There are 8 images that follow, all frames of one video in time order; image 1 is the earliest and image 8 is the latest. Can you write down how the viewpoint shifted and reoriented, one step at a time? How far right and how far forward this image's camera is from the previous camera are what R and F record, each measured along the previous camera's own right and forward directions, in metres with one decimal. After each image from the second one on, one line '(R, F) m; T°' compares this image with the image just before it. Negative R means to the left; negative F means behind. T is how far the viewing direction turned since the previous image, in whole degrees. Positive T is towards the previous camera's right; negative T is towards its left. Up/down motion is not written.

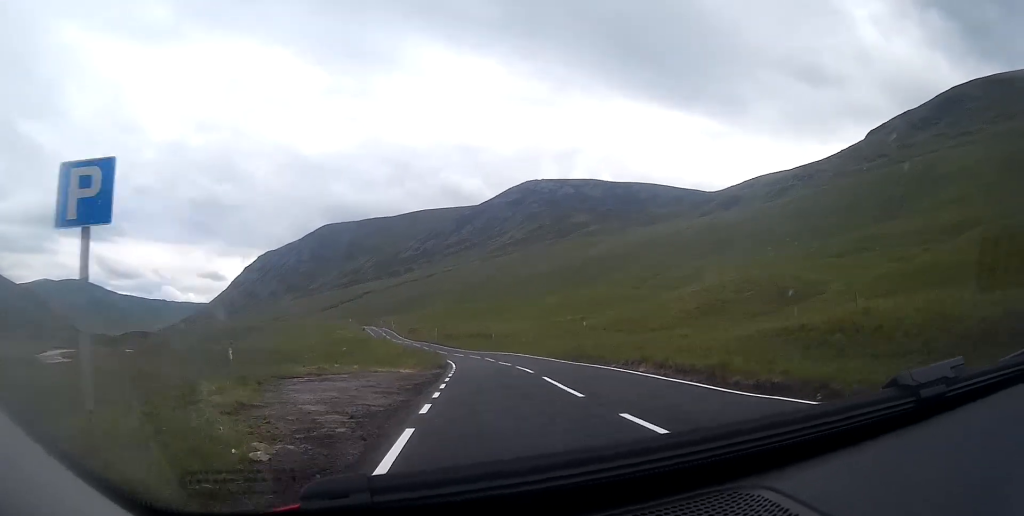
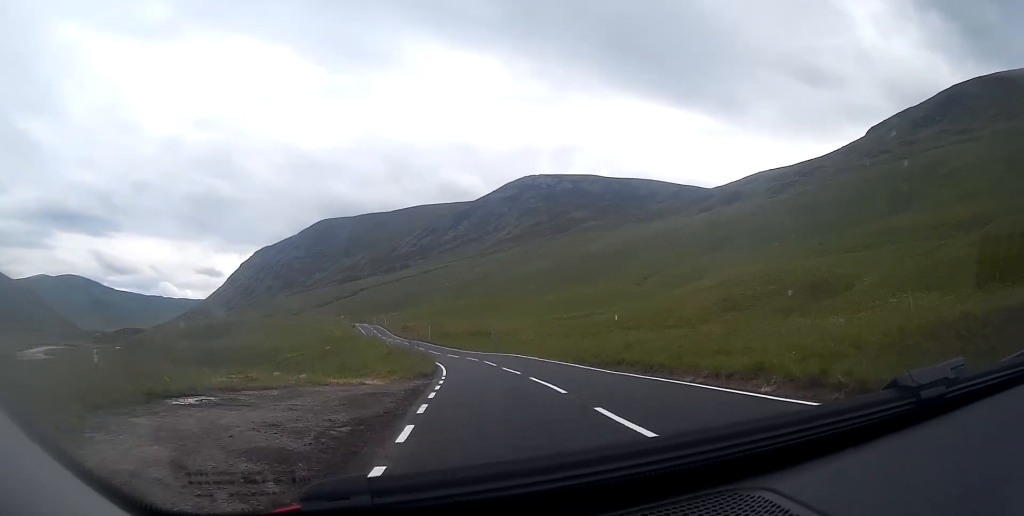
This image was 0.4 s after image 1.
(+0.1, +7.9) m; -1°
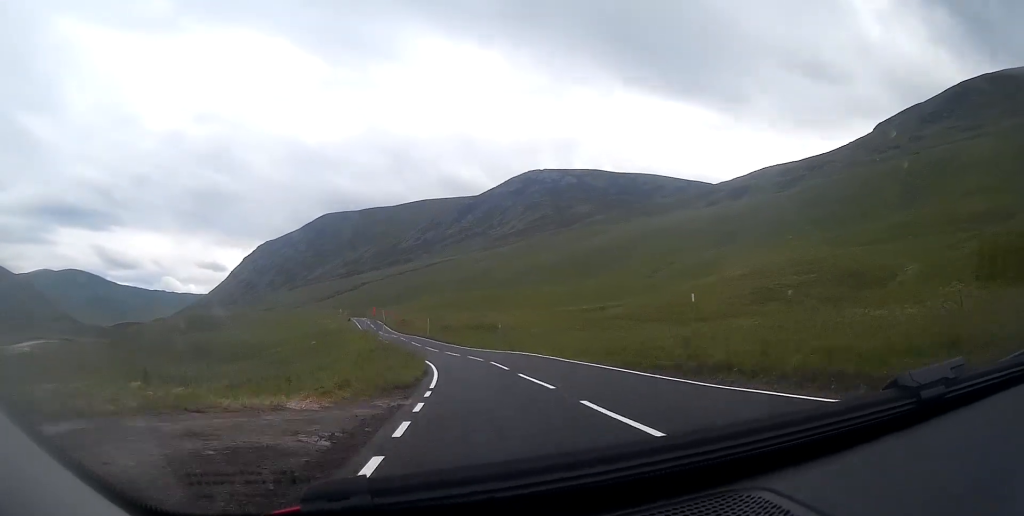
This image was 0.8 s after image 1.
(-0.1, +8.5) m; -1°
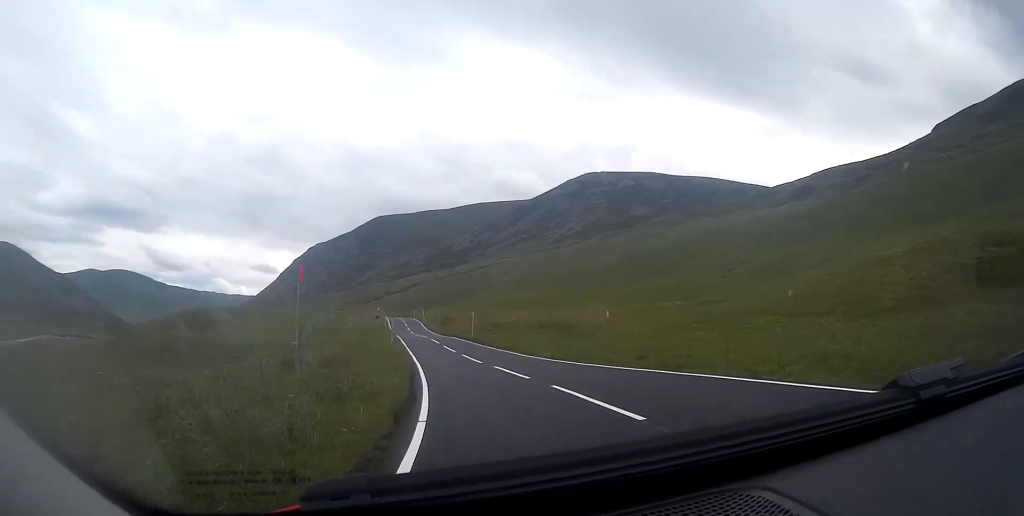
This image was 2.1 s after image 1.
(-0.7, +24.0) m; -4°
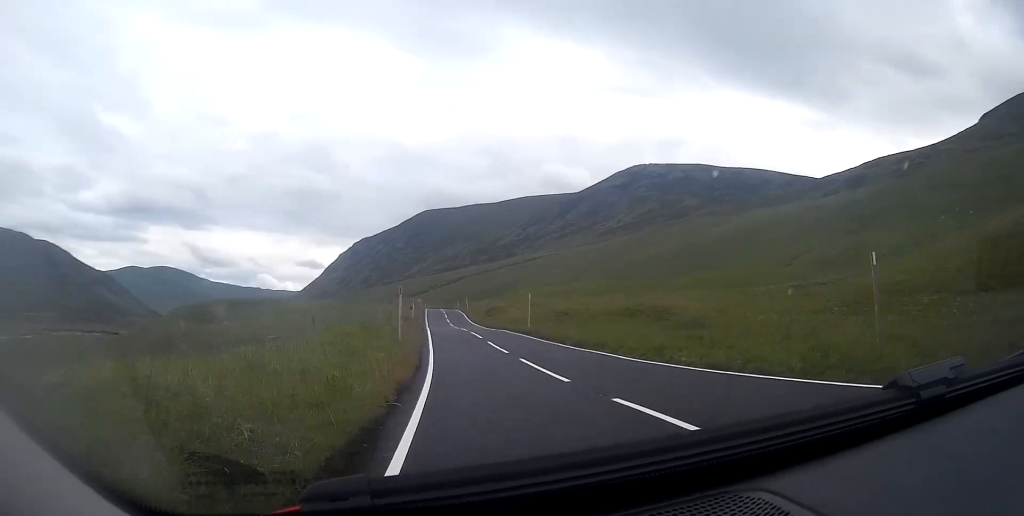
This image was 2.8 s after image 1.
(-0.3, +14.1) m; -3°
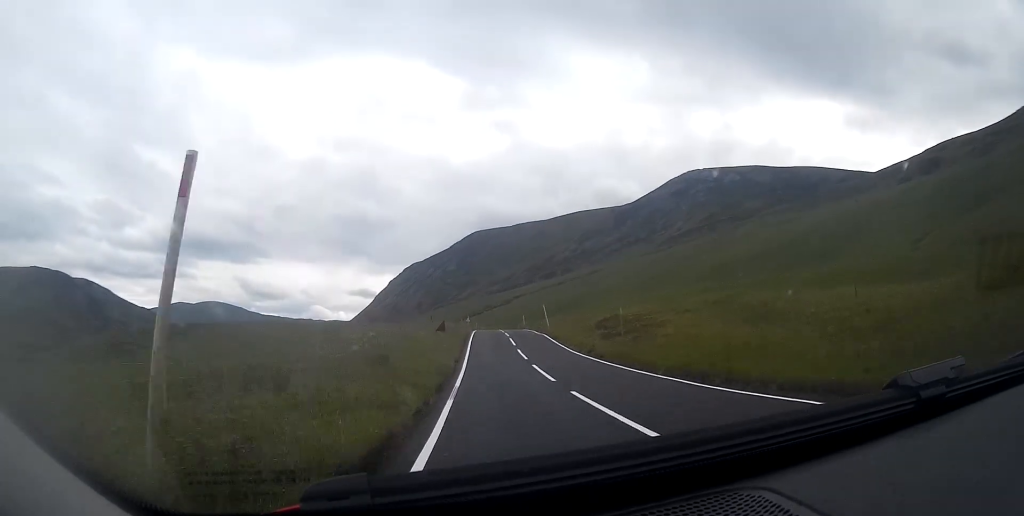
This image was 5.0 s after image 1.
(-2.5, +41.9) m; -5°
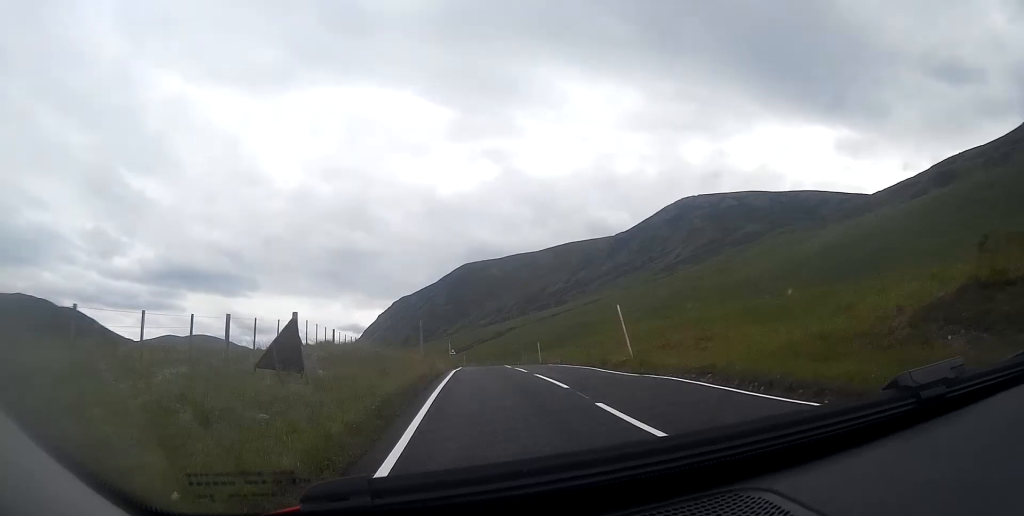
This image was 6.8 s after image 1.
(0.0, +31.3) m; 0°
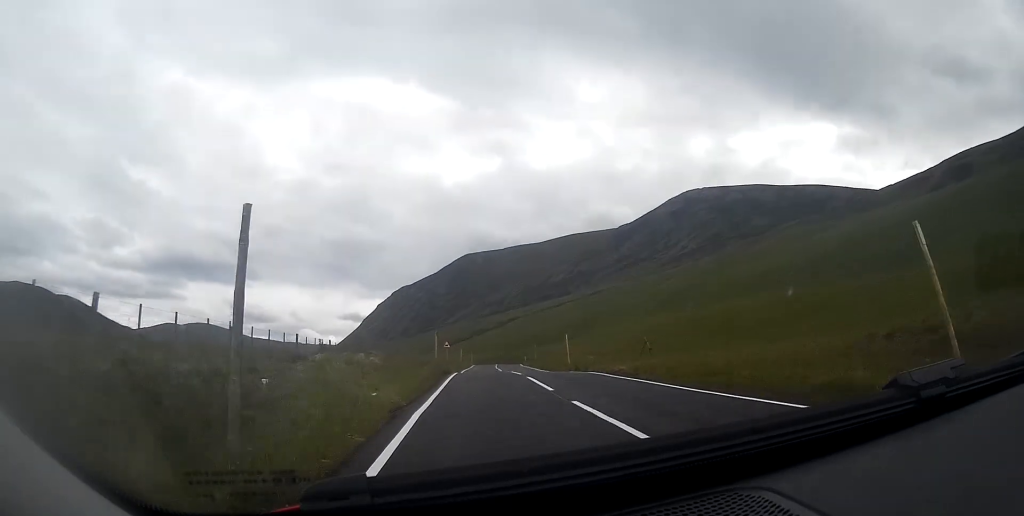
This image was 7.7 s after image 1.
(0.0, +16.5) m; 0°
